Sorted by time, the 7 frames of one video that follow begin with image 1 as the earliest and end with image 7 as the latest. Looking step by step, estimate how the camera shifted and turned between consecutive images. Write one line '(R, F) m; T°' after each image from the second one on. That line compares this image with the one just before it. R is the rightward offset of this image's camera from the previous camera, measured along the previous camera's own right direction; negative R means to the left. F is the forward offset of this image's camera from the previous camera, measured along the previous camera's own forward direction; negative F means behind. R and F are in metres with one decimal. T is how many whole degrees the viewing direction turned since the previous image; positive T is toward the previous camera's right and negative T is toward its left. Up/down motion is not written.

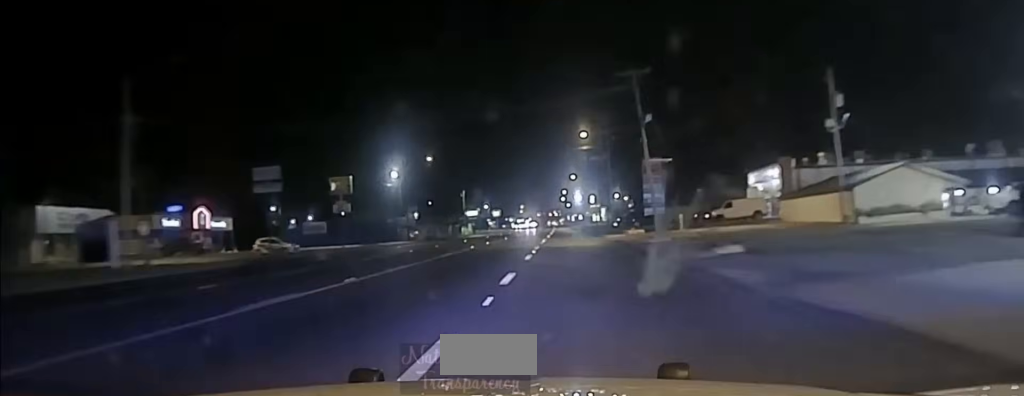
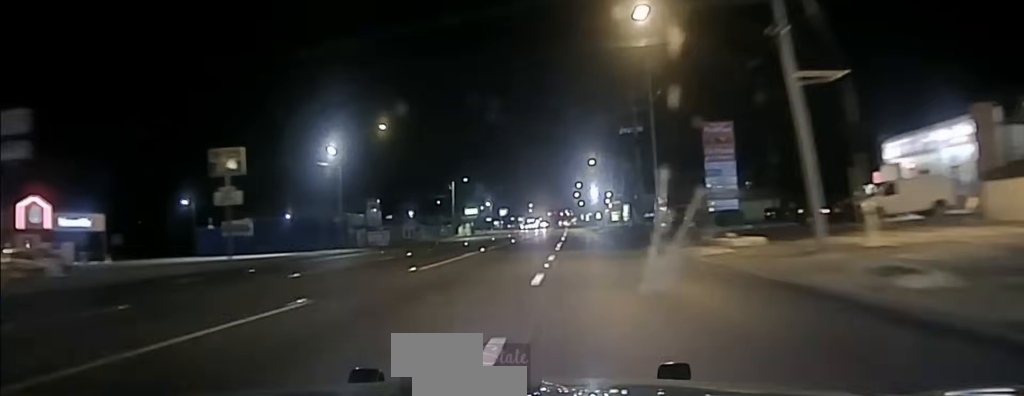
(+0.1, +33.2) m; 0°
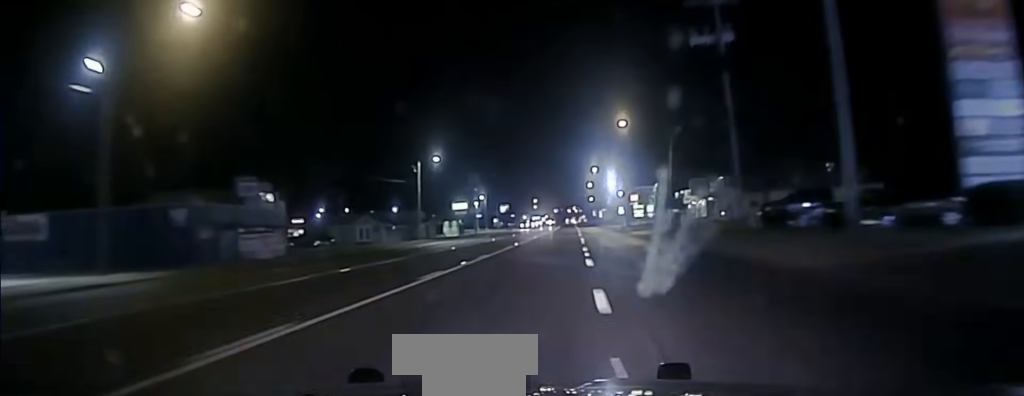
(-0.6, +43.7) m; -1°
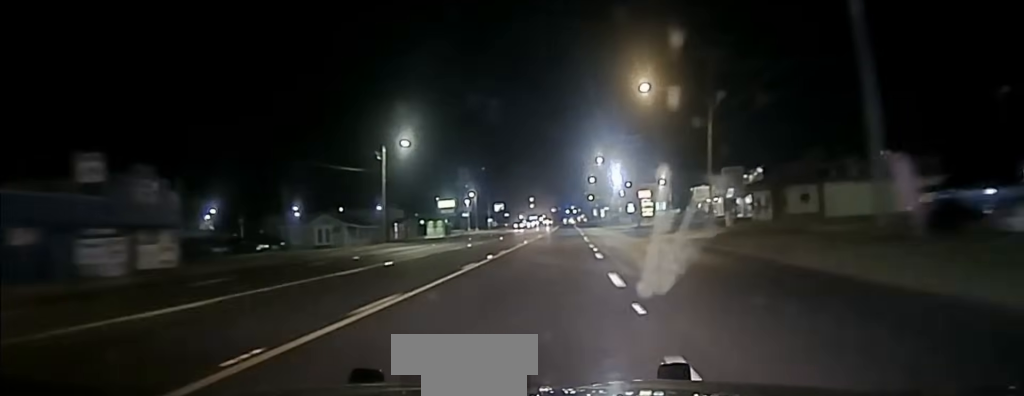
(-0.2, +21.9) m; 0°
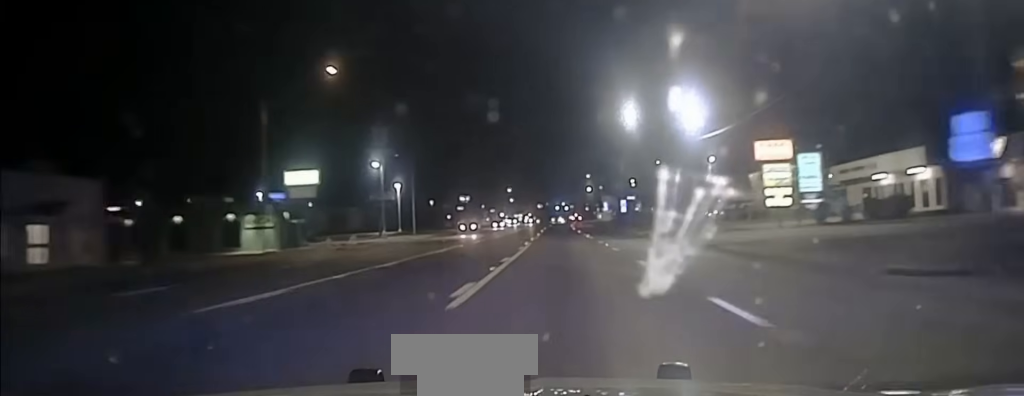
(+0.8, +96.5) m; +1°
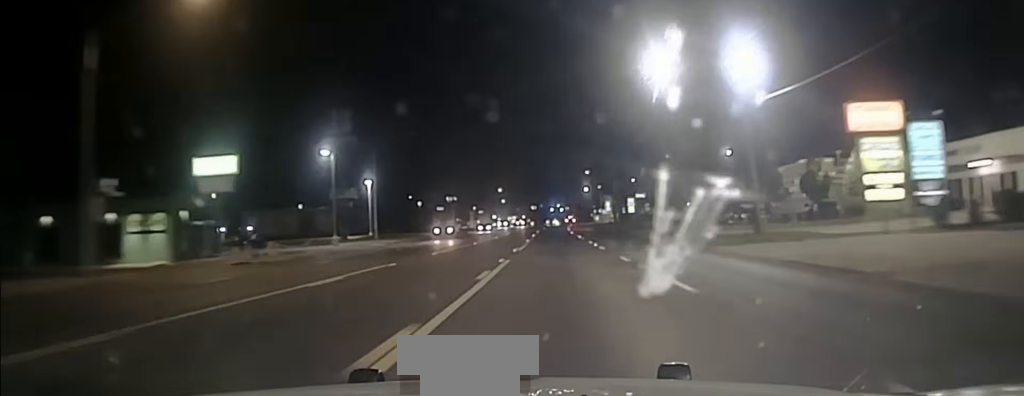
(0.0, +19.1) m; 0°
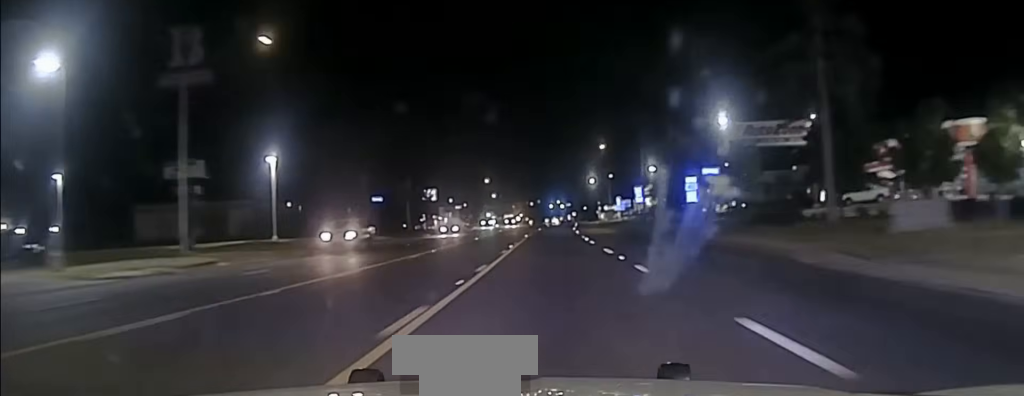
(0.0, +40.5) m; 0°
